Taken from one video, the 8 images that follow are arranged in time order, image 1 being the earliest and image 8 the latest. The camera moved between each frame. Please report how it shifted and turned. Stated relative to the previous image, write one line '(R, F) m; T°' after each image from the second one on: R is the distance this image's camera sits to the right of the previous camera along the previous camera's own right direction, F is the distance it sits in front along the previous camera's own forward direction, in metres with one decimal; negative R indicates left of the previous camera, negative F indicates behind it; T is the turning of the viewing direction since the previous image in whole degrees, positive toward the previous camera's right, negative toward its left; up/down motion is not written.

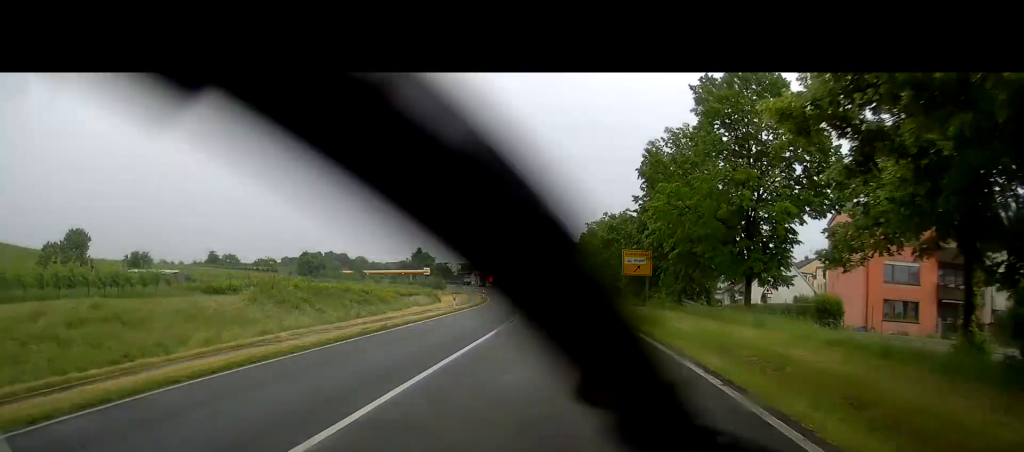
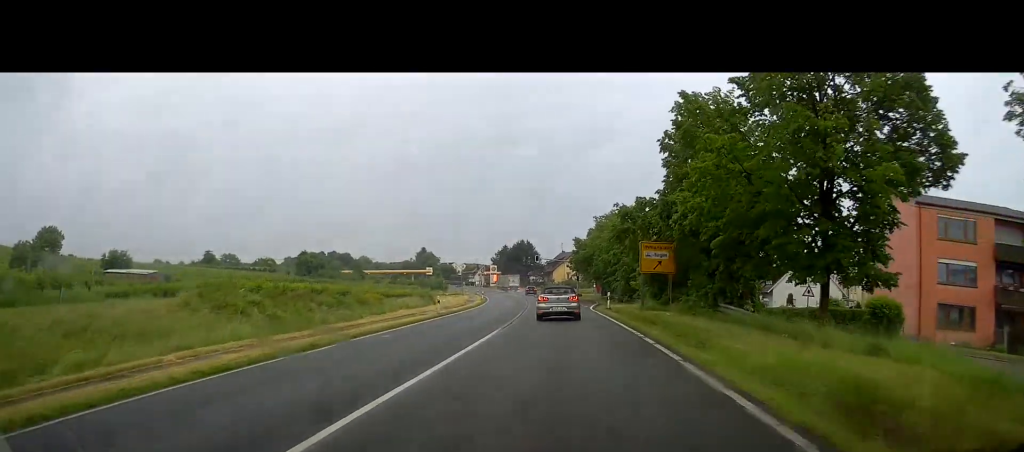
(-0.3, +7.4) m; -1°
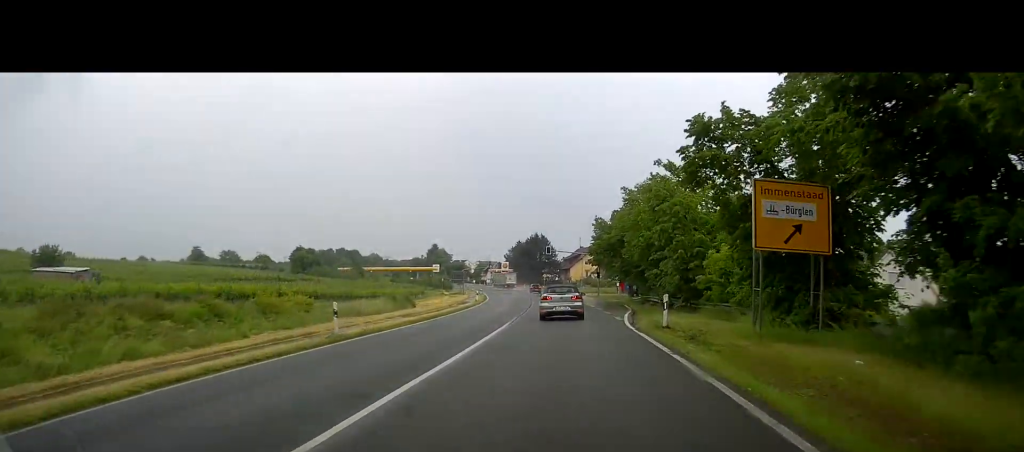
(-0.3, +18.6) m; -1°
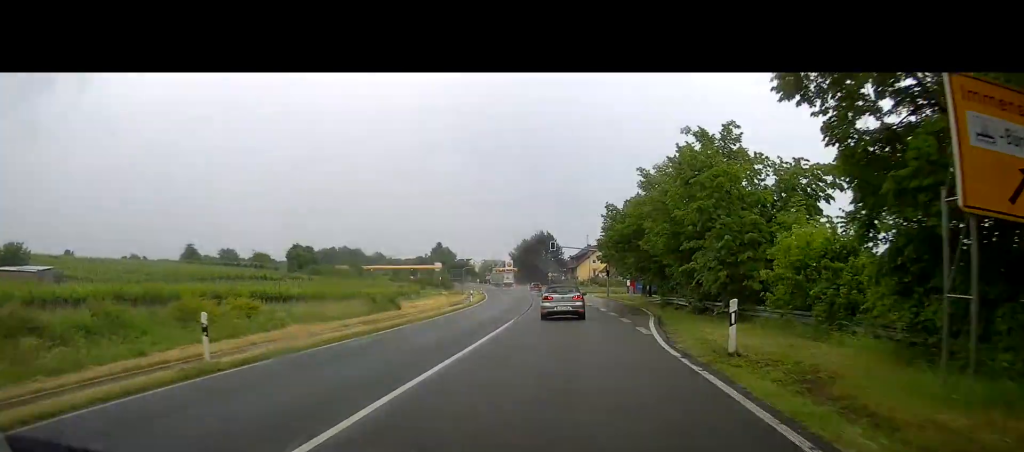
(0.0, +7.8) m; -1°
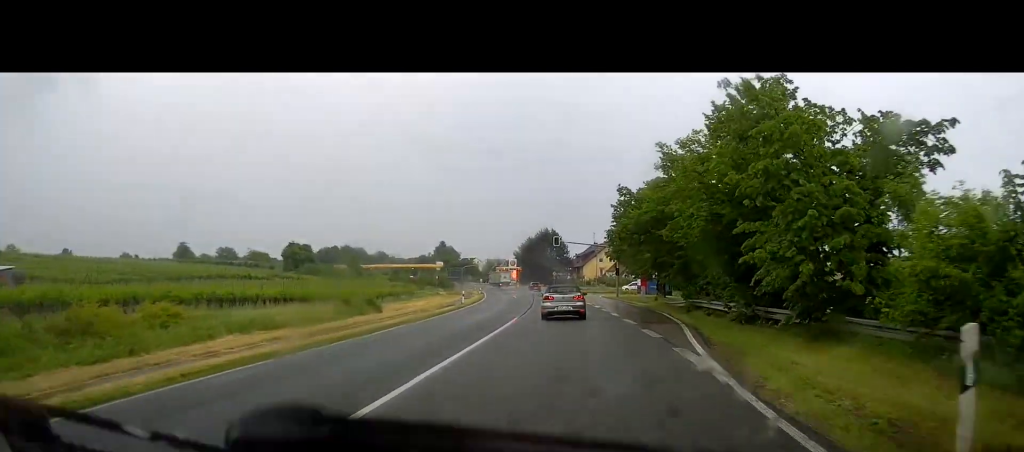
(+0.1, +7.2) m; -1°
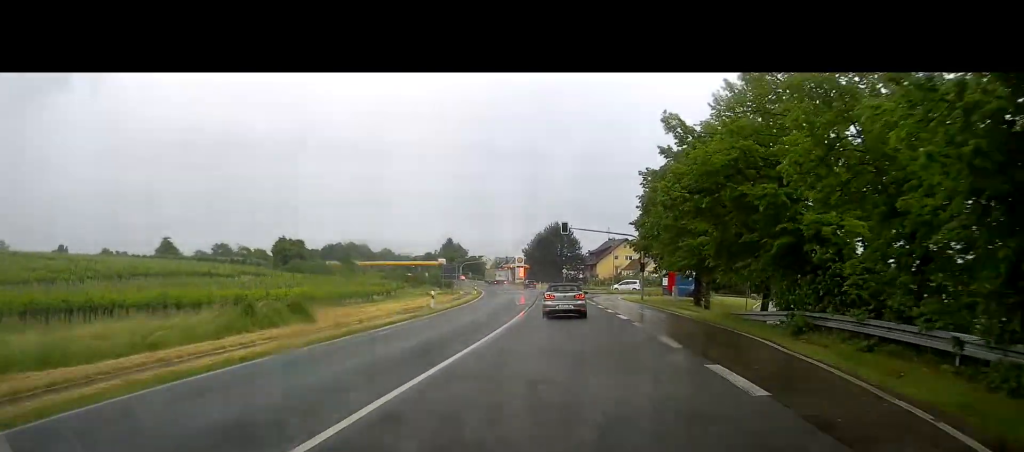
(-0.3, +14.9) m; -1°
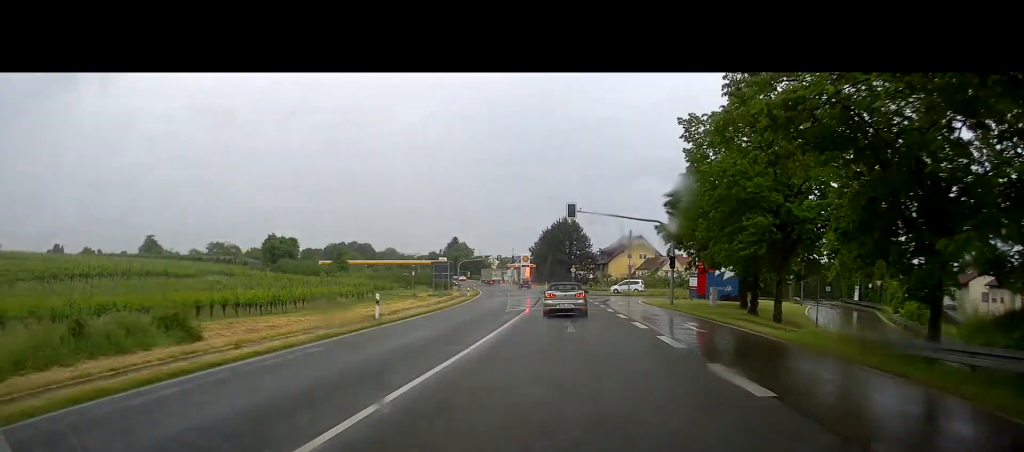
(-0.1, +12.1) m; -1°
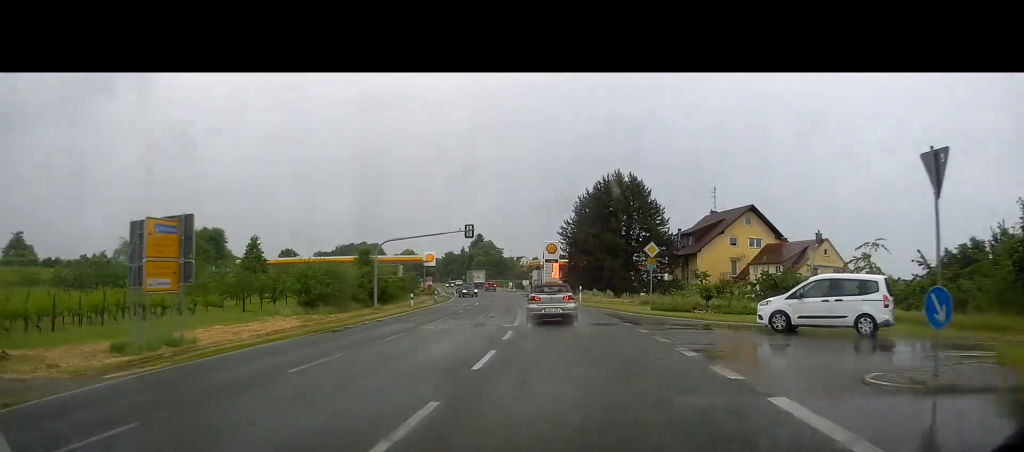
(-1.2, +61.5) m; -3°
